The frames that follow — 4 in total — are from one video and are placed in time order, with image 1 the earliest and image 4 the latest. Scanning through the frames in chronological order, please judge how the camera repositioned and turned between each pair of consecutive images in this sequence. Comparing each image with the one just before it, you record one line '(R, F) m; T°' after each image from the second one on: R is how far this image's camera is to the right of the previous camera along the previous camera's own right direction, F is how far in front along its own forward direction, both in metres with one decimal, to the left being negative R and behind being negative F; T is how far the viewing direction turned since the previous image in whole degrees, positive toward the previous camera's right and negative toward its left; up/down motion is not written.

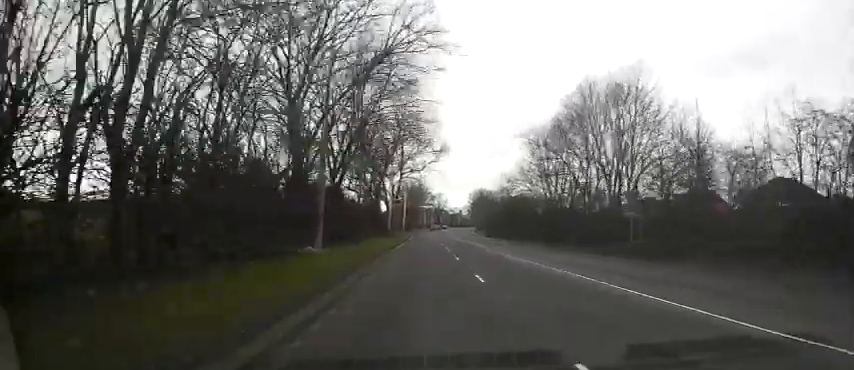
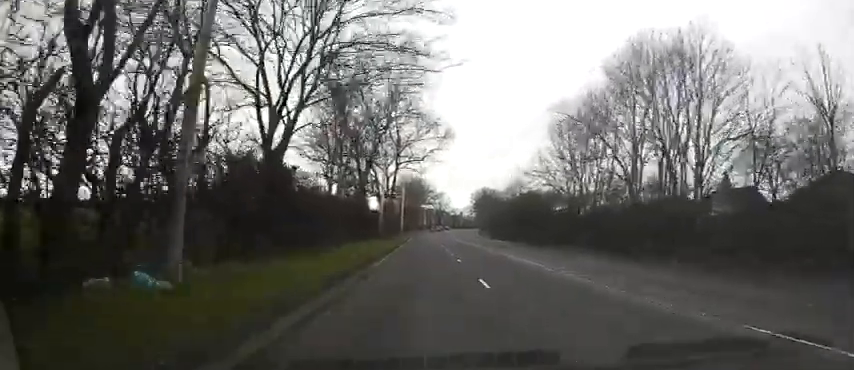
(-0.1, +10.3) m; -1°
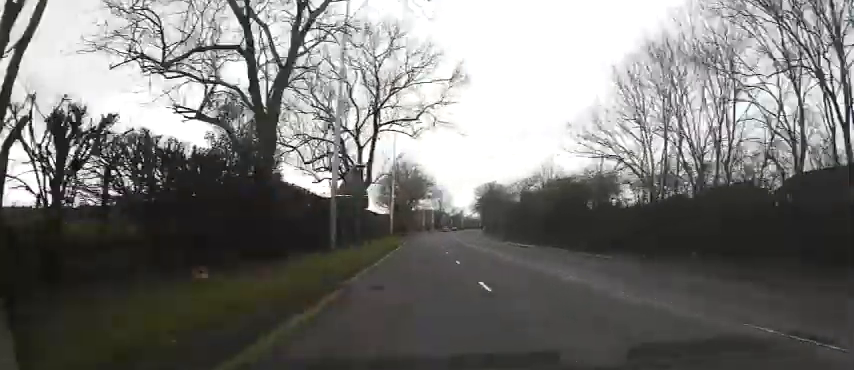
(0.0, +19.5) m; 0°
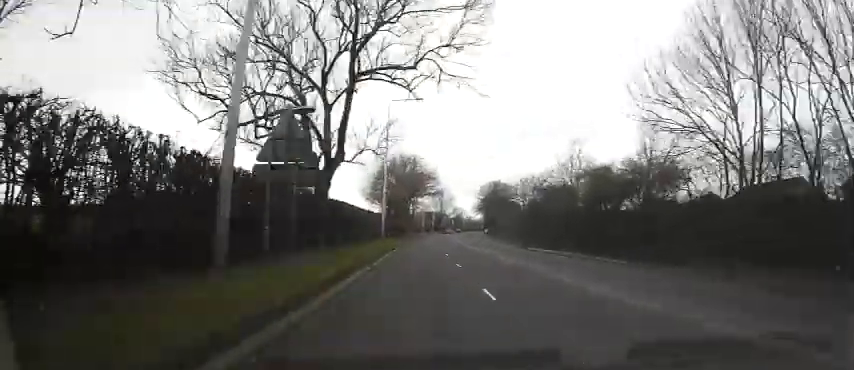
(0.0, +10.9) m; 0°
